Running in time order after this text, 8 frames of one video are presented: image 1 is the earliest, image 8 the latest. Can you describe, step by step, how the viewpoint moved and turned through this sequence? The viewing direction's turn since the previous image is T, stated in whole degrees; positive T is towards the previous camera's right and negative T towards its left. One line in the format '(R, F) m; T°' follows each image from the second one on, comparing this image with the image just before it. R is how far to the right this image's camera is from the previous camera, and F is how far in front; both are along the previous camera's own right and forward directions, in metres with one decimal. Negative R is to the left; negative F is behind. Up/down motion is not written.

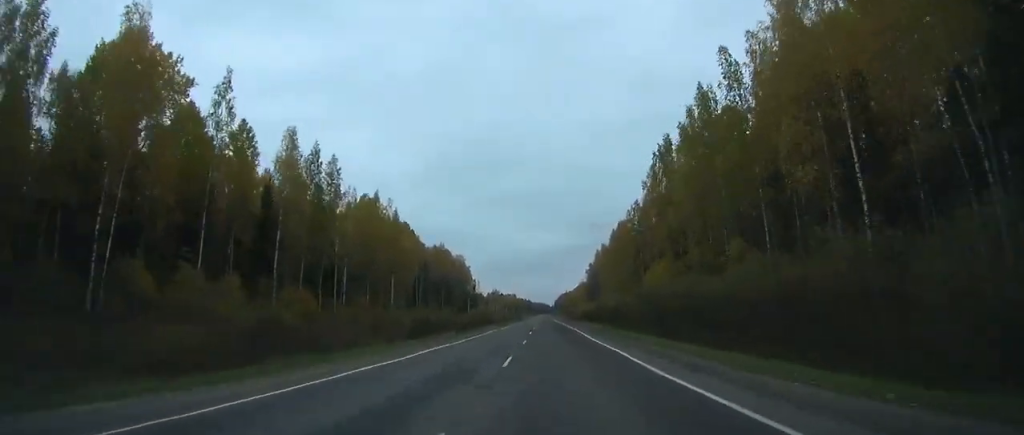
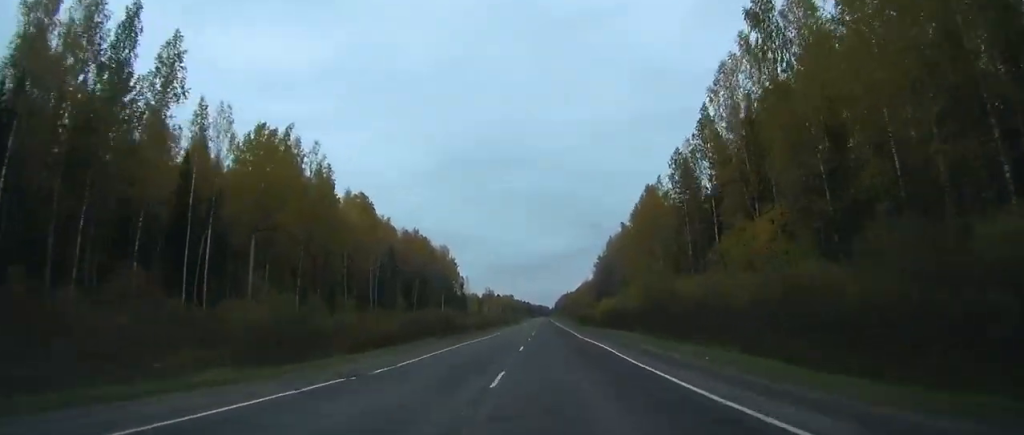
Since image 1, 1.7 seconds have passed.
(0.0, +40.9) m; 0°
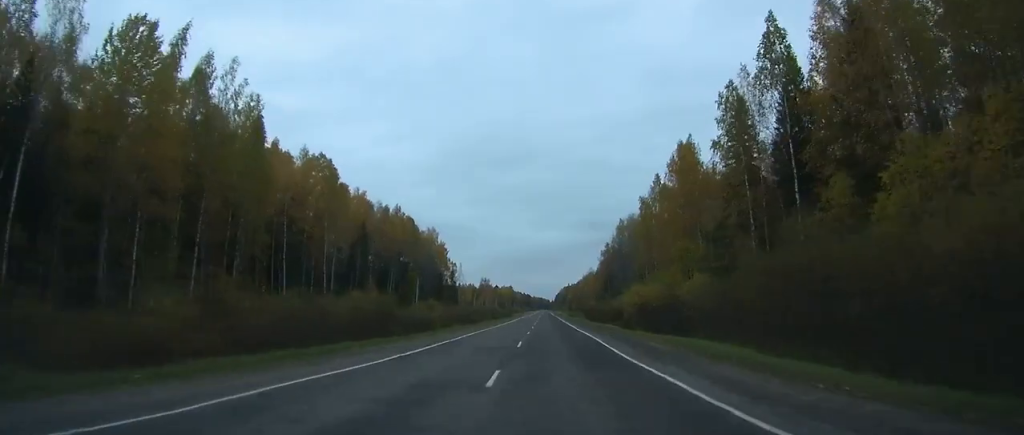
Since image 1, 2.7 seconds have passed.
(0.0, +24.0) m; 0°
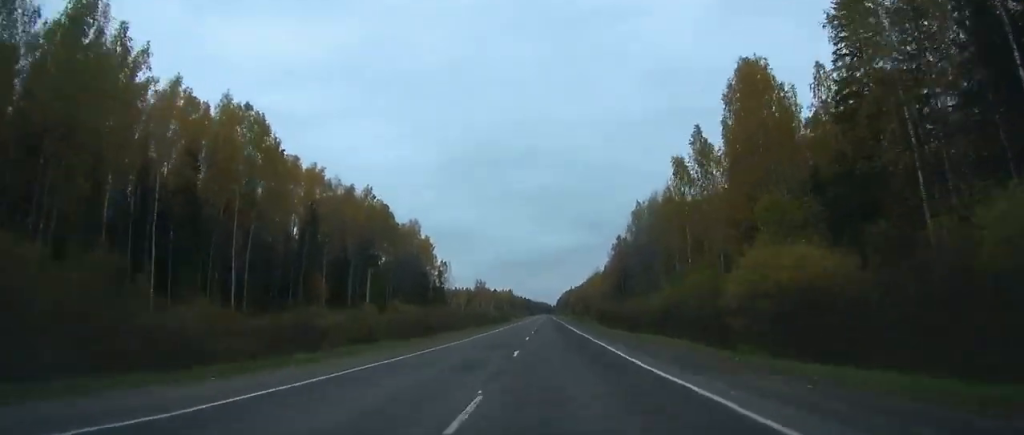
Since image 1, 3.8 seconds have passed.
(0.0, +26.8) m; 0°
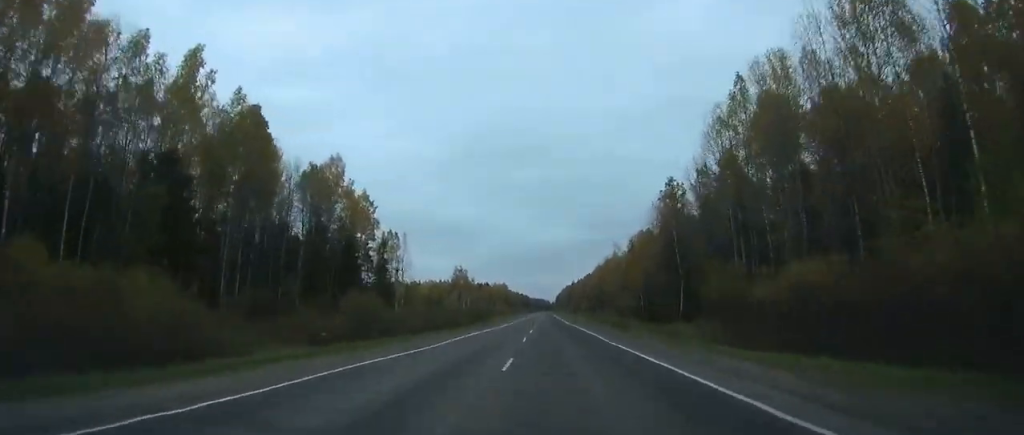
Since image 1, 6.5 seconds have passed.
(-0.1, +63.5) m; 0°
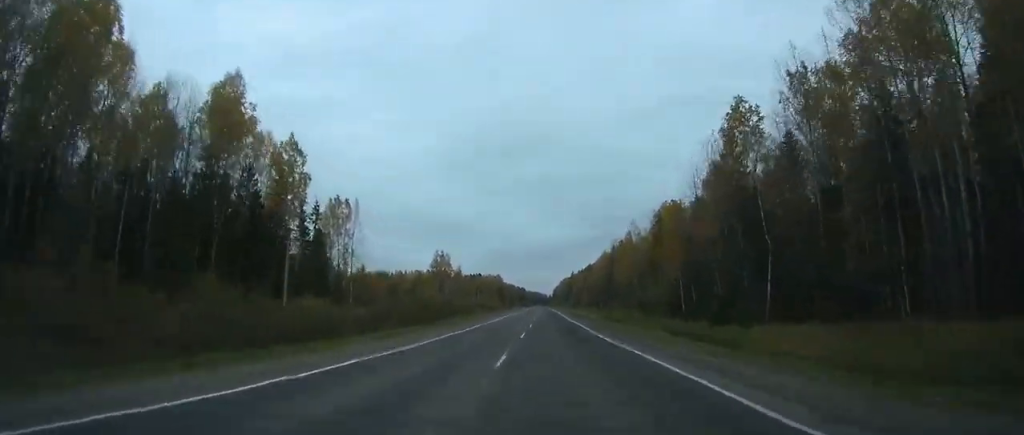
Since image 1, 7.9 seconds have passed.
(-0.1, +37.6) m; 0°
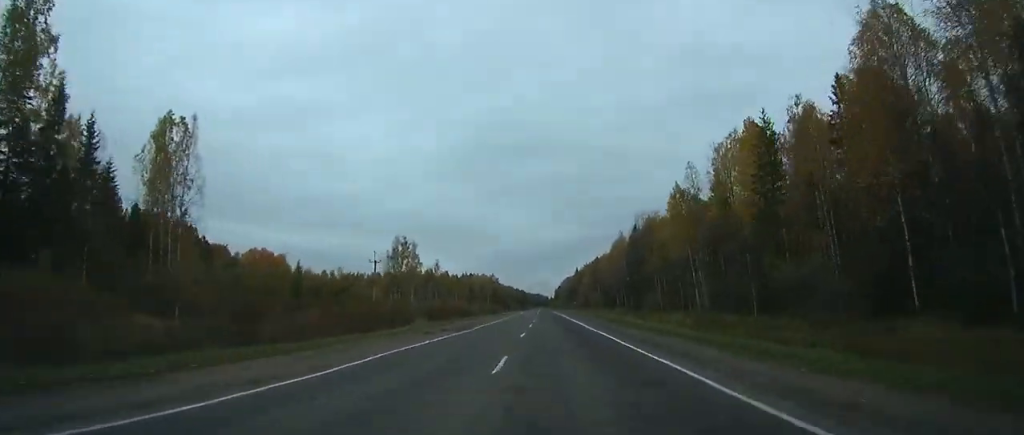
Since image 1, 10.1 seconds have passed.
(+0.2, +54.5) m; 0°
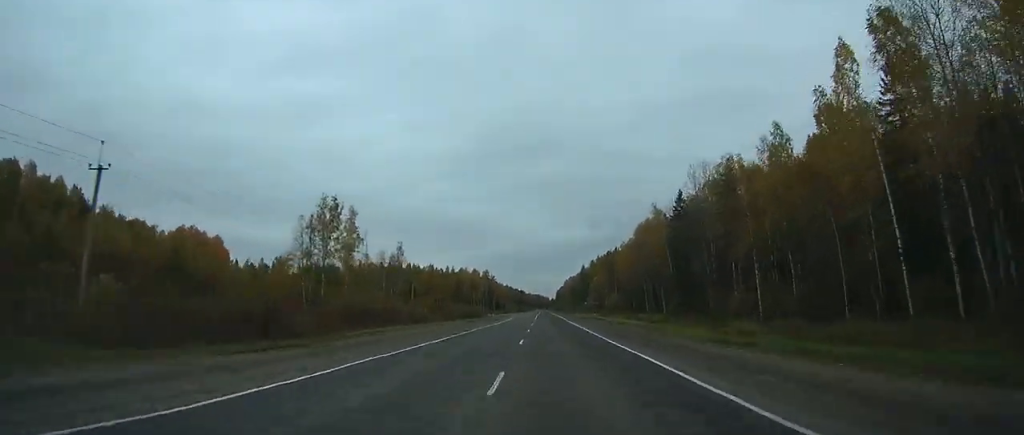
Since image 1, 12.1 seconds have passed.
(-0.1, +50.7) m; 0°
